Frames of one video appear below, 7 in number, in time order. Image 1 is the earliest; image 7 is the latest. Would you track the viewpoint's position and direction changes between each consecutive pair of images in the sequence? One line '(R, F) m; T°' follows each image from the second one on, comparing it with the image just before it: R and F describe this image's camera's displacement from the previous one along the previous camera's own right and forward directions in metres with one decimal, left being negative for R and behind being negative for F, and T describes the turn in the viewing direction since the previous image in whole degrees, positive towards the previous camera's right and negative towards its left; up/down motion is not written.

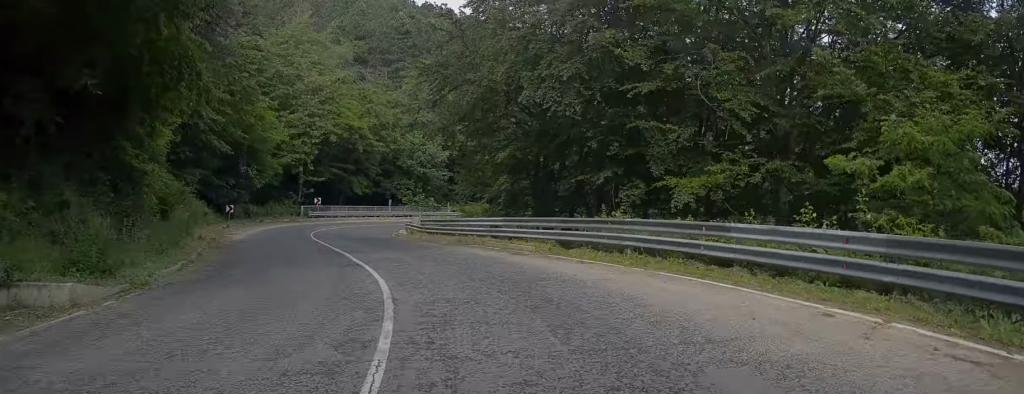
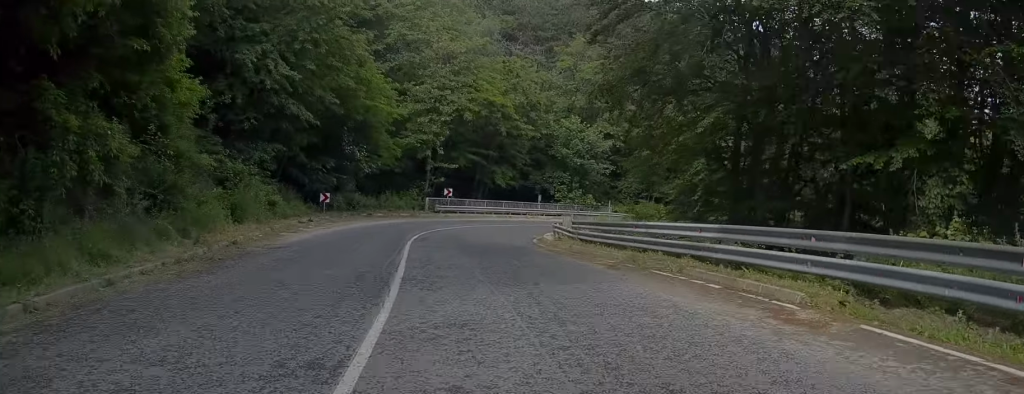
(-1.8, +10.1) m; -11°
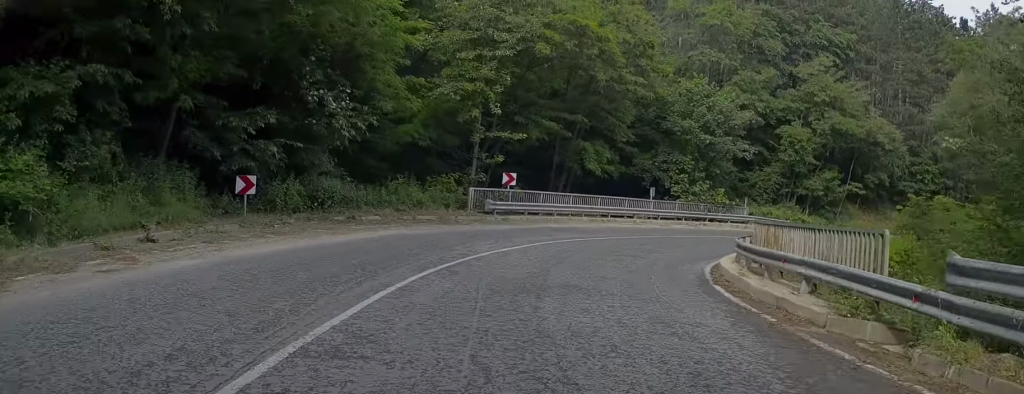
(-1.9, +18.0) m; -4°
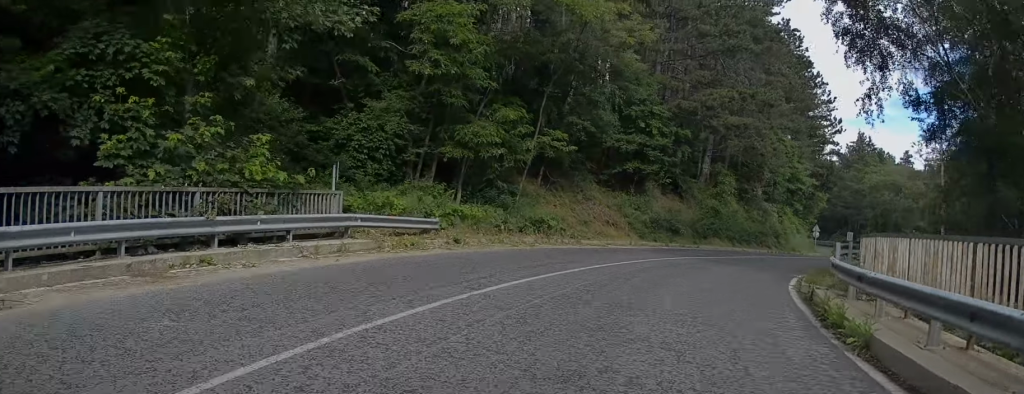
(+7.1, +25.5) m; +37°
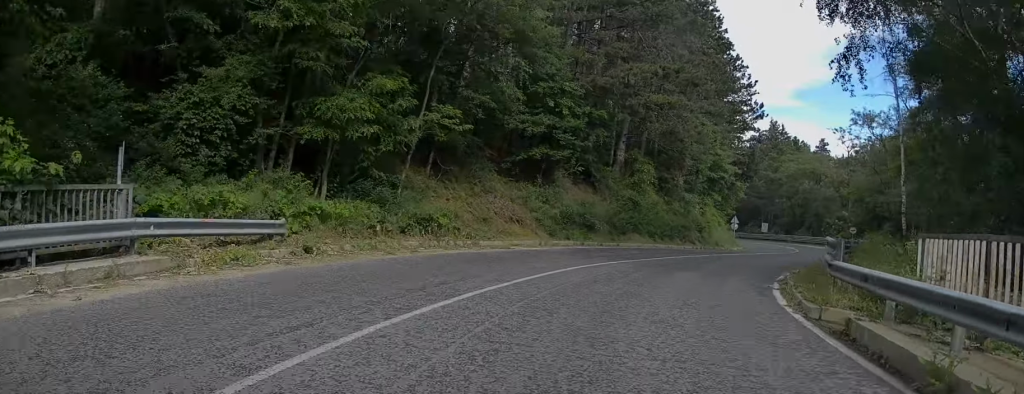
(+0.4, +4.9) m; +8°
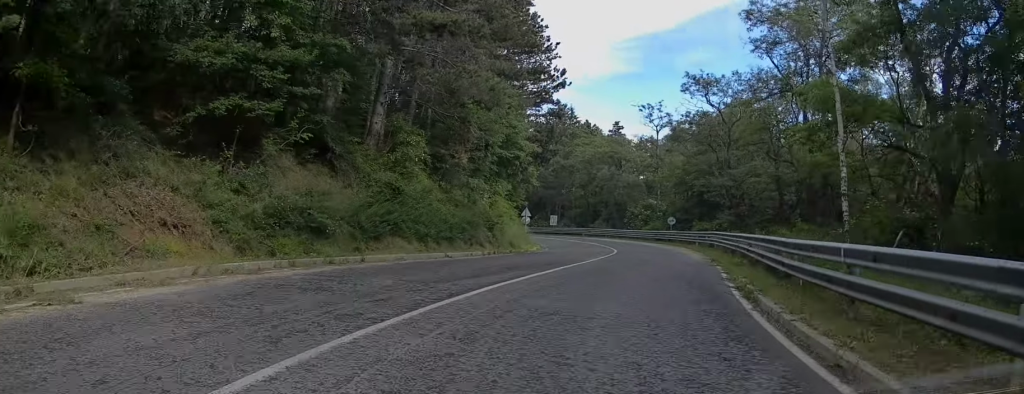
(+1.4, +12.6) m; +10°
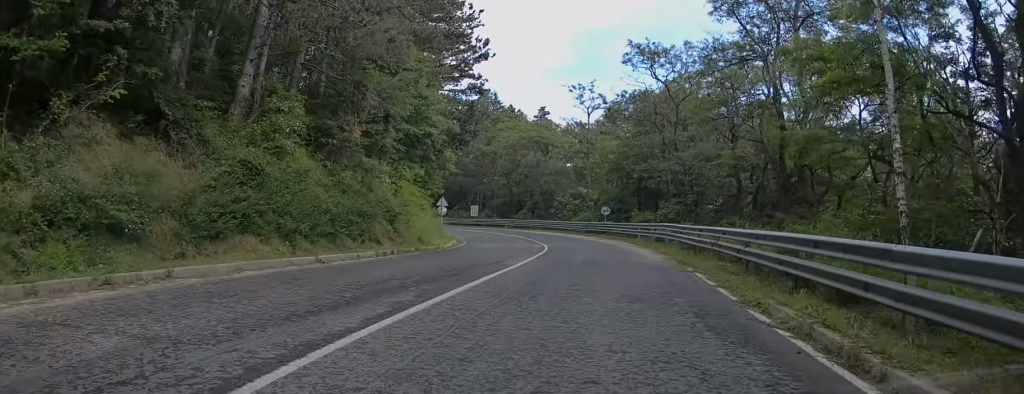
(+0.3, +6.7) m; +4°
